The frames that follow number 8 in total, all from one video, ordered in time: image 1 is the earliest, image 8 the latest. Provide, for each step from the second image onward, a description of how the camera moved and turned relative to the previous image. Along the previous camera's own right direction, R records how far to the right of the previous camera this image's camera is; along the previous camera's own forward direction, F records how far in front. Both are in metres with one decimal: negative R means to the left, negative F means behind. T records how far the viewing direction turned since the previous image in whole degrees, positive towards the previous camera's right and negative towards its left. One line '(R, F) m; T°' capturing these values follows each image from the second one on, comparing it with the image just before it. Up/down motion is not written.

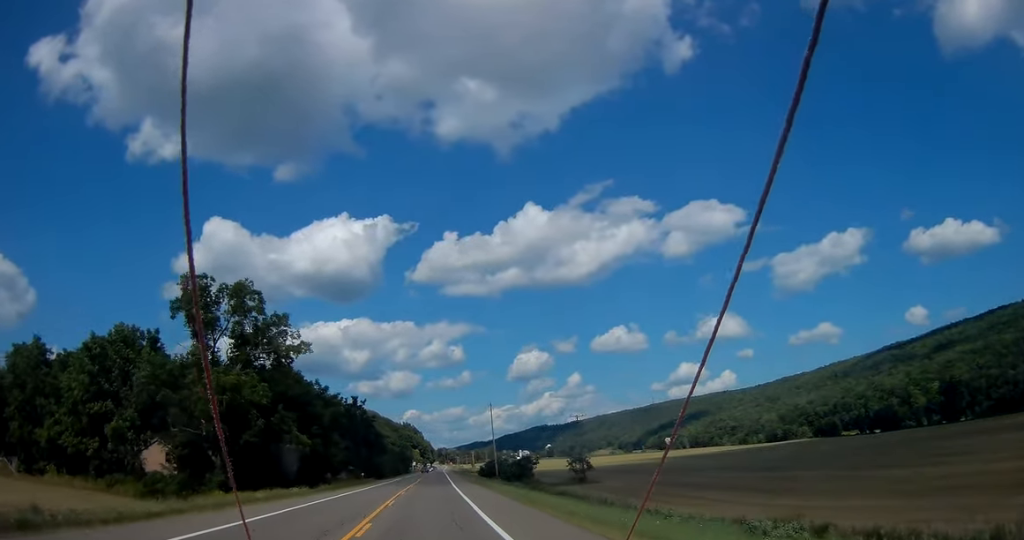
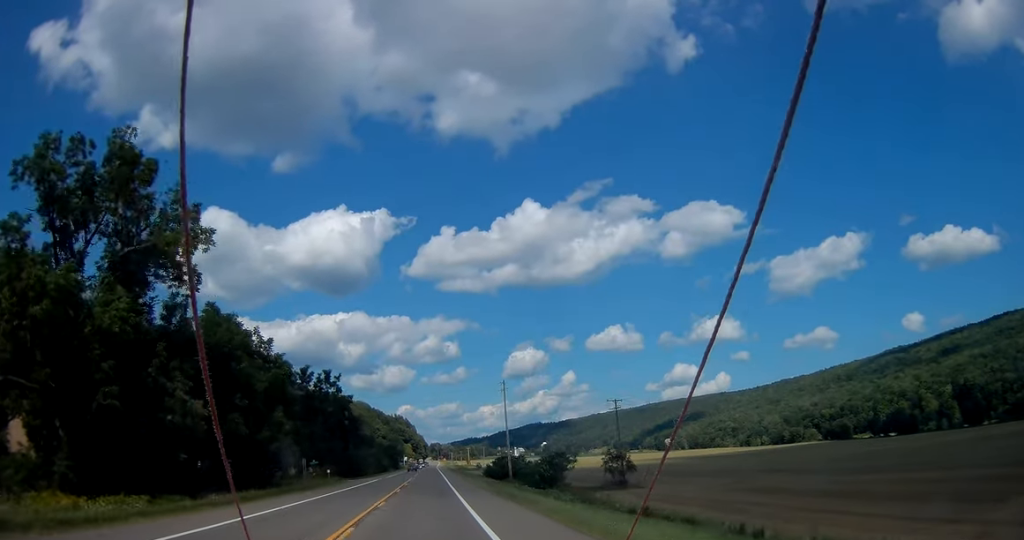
(+0.1, +26.4) m; 0°
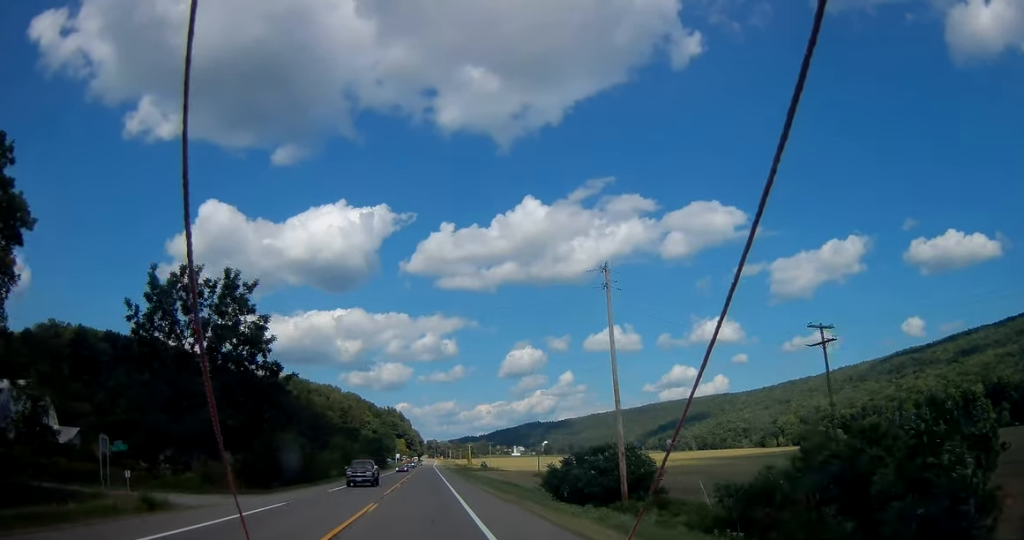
(+0.9, +47.5) m; +2°
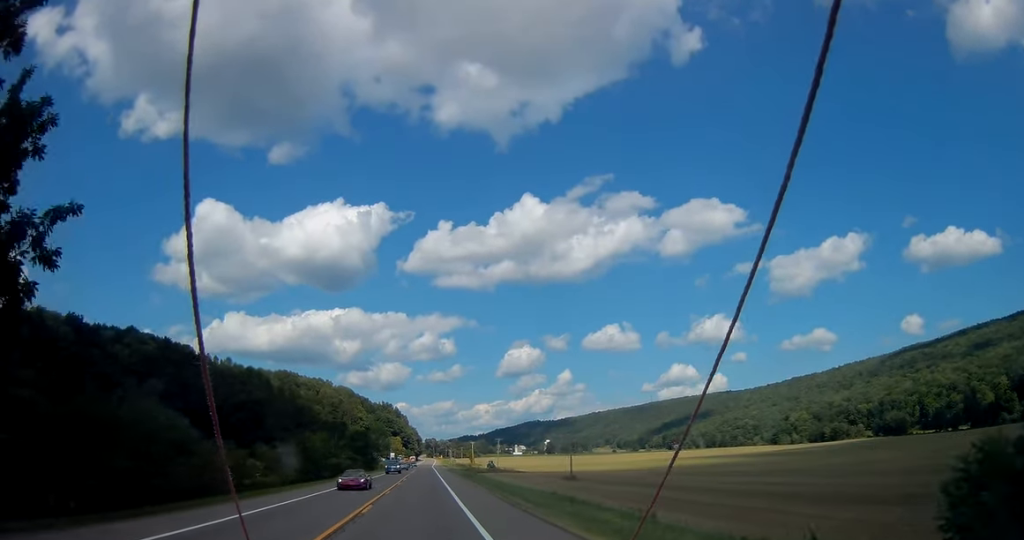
(0.0, +33.6) m; -1°
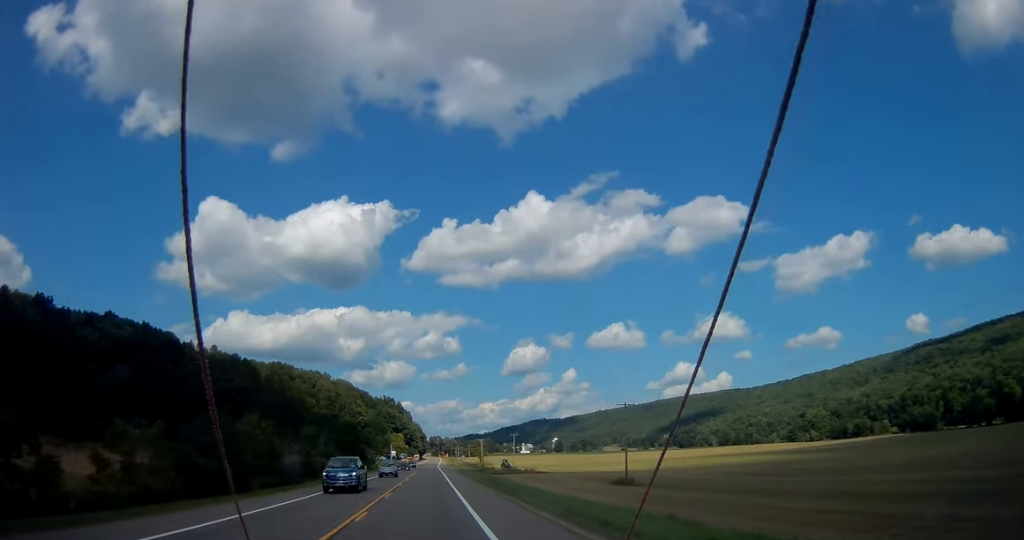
(-0.4, +28.4) m; 0°
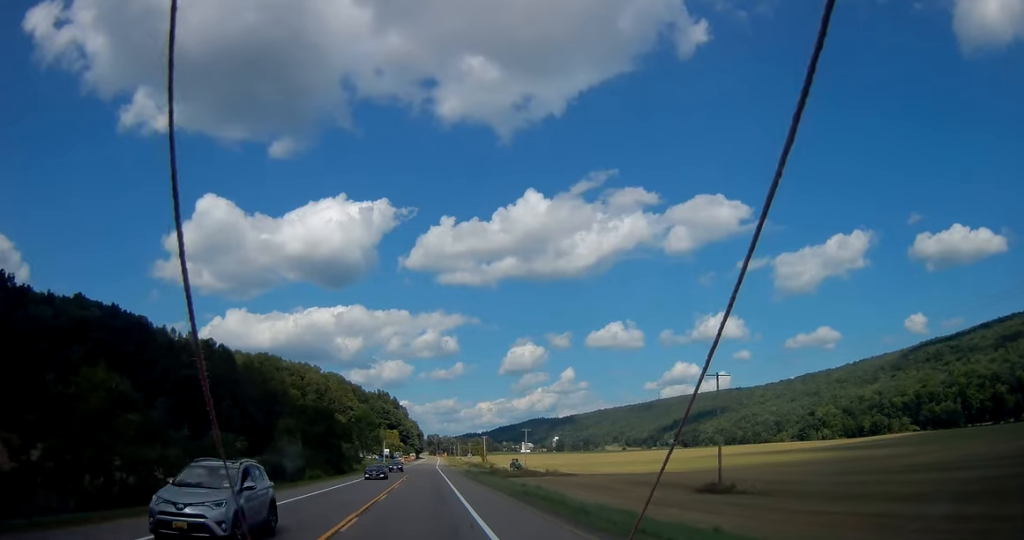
(+0.3, +27.5) m; 0°
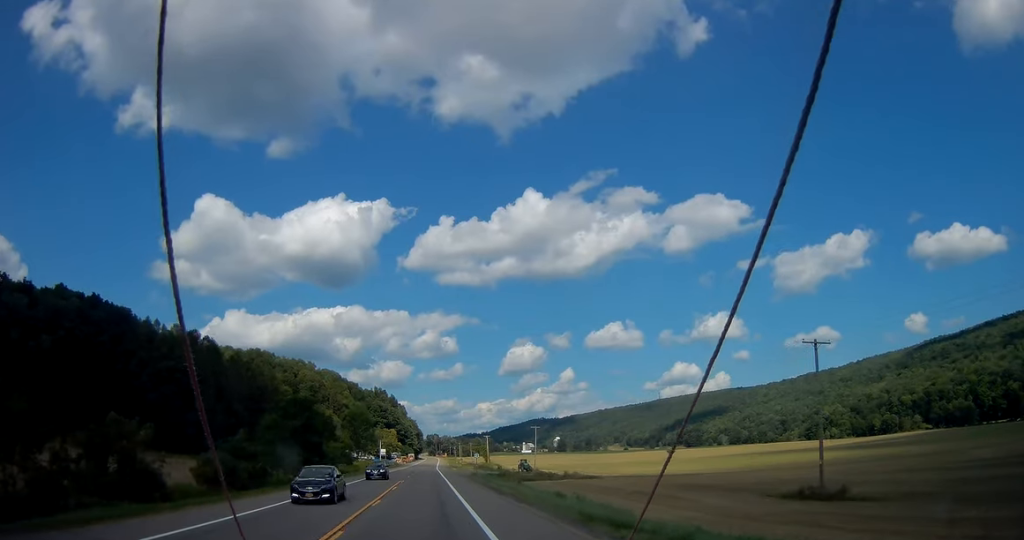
(-0.1, +15.5) m; 0°
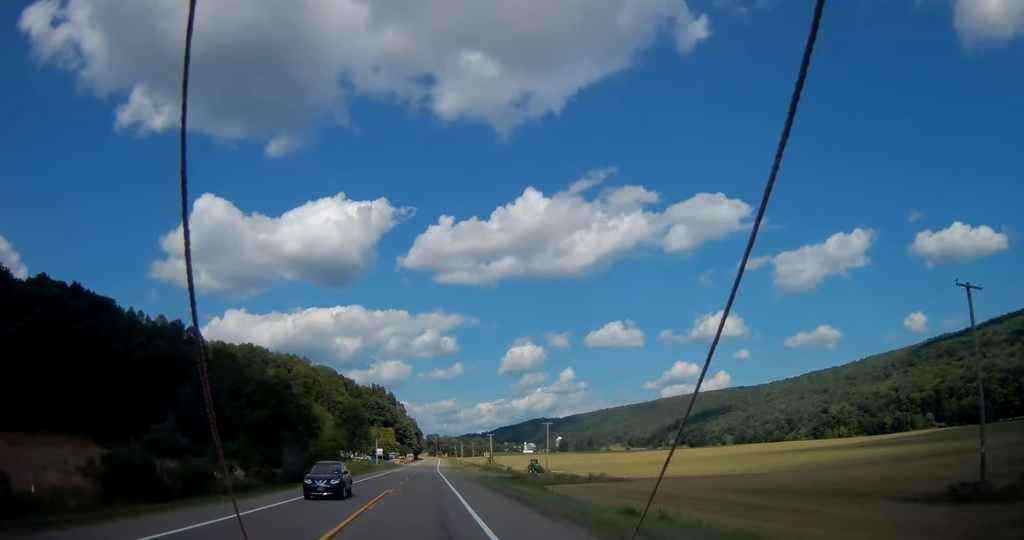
(-0.1, +14.6) m; 0°
